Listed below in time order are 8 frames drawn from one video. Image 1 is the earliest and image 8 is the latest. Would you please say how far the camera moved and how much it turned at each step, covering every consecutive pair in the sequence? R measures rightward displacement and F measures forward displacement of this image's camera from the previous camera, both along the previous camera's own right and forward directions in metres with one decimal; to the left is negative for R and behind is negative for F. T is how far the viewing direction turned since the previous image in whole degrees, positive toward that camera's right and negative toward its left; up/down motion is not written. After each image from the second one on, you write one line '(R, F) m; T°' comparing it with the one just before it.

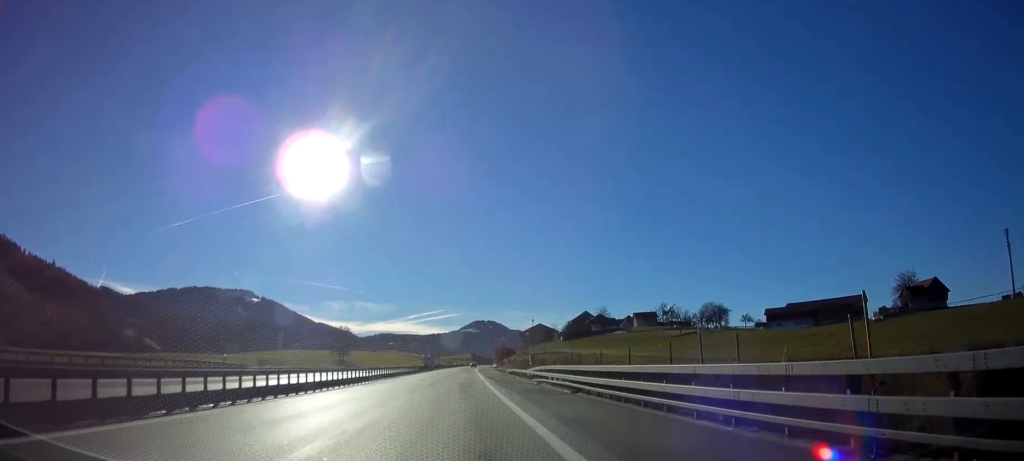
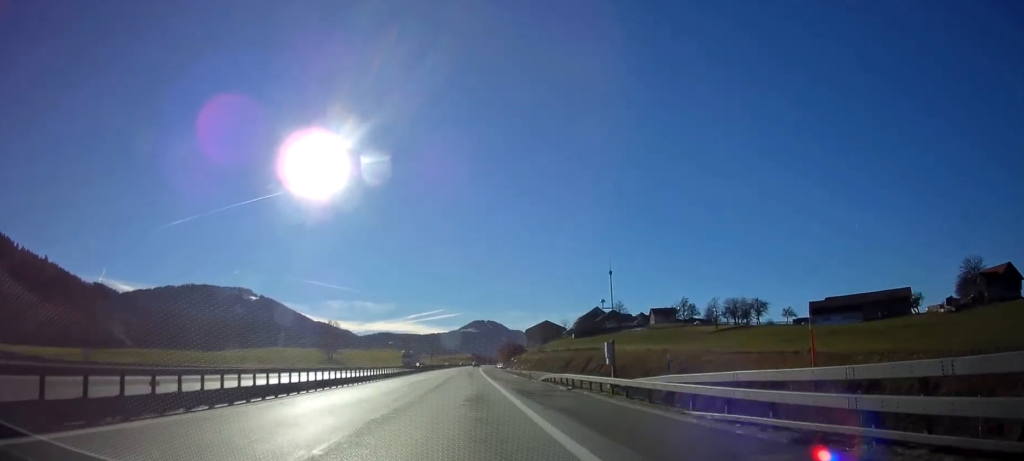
(0.0, +31.5) m; 0°
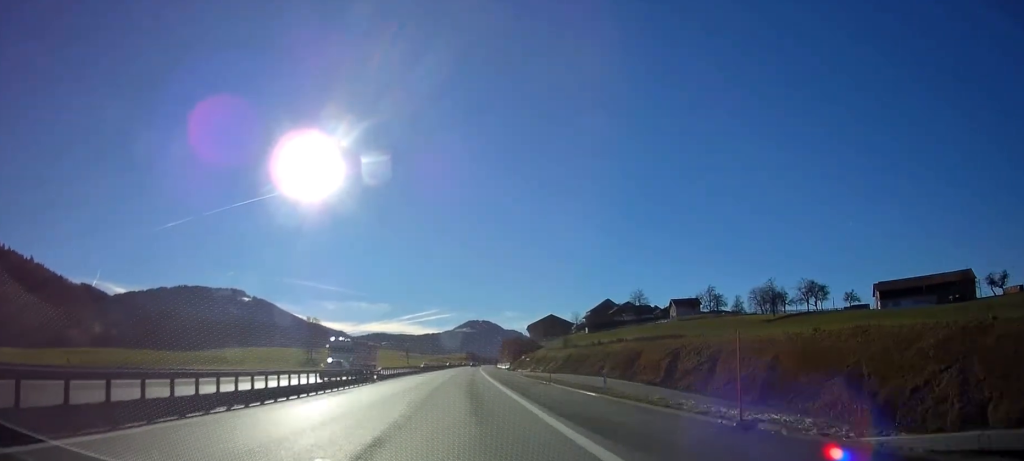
(+0.1, +38.2) m; 0°
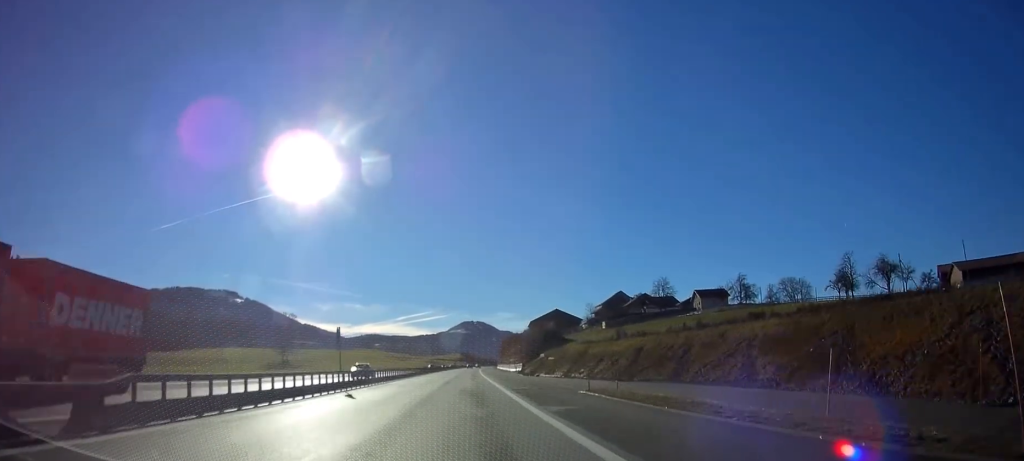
(+0.1, +34.8) m; +1°
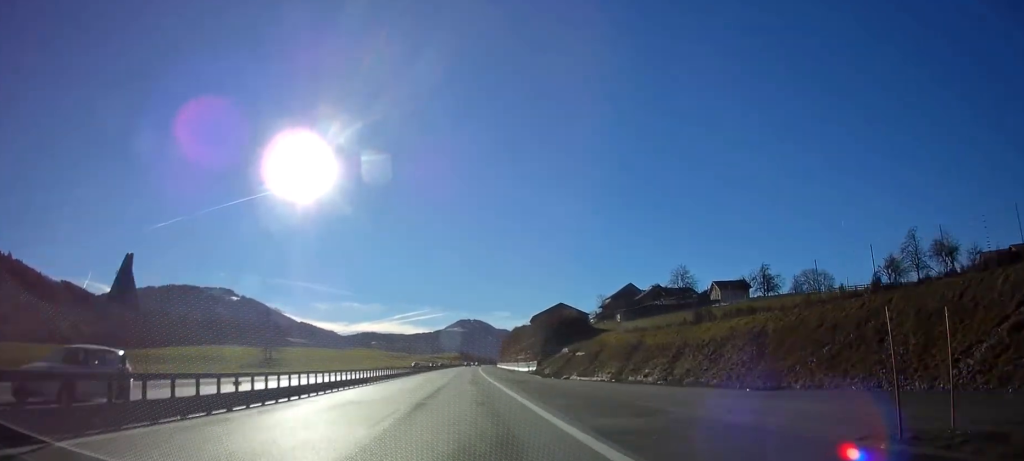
(+0.1, +21.3) m; +1°
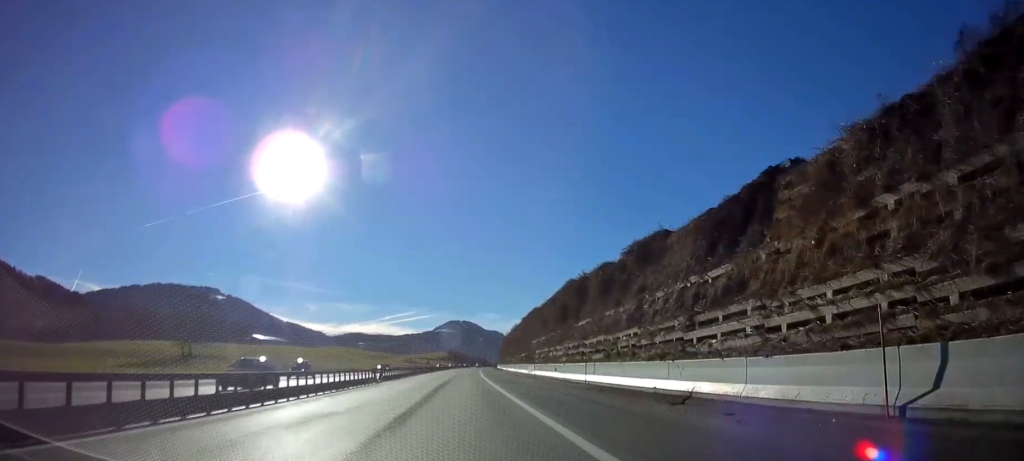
(+1.4, +70.7) m; +1°
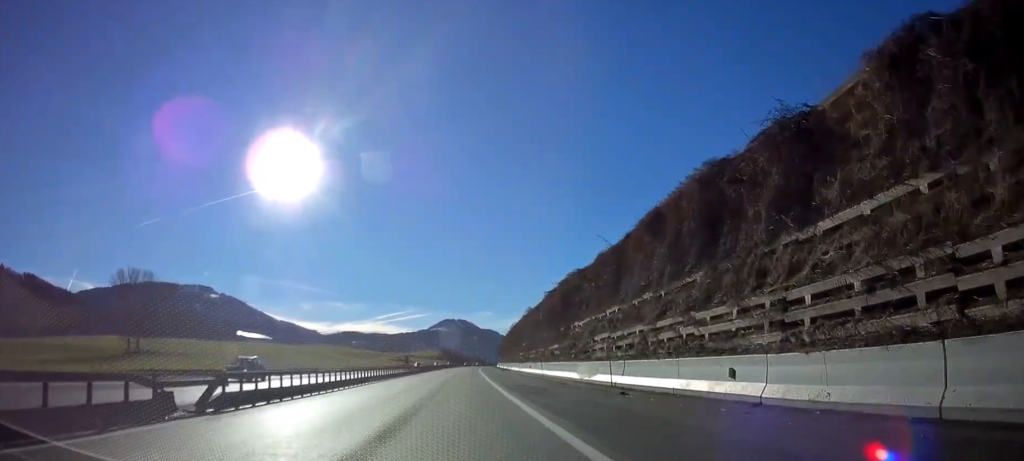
(0.0, +30.4) m; 0°
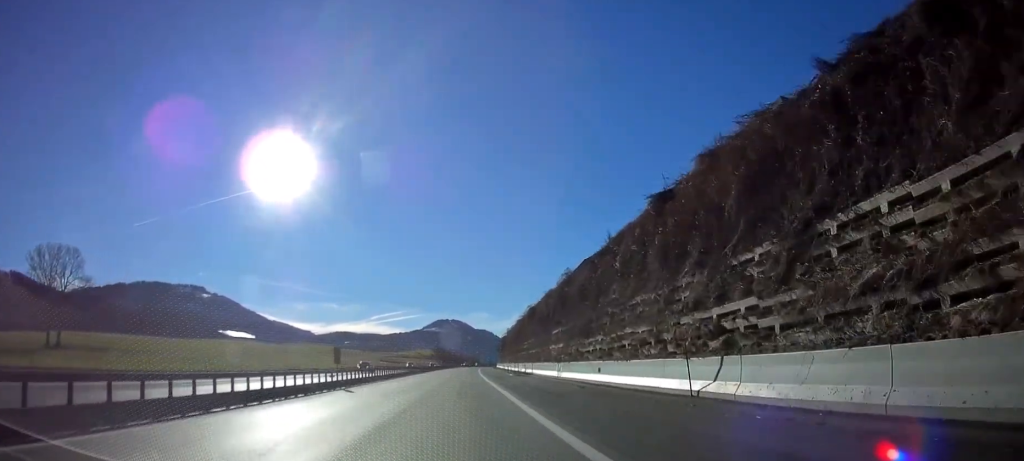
(0.0, +34.9) m; 0°
